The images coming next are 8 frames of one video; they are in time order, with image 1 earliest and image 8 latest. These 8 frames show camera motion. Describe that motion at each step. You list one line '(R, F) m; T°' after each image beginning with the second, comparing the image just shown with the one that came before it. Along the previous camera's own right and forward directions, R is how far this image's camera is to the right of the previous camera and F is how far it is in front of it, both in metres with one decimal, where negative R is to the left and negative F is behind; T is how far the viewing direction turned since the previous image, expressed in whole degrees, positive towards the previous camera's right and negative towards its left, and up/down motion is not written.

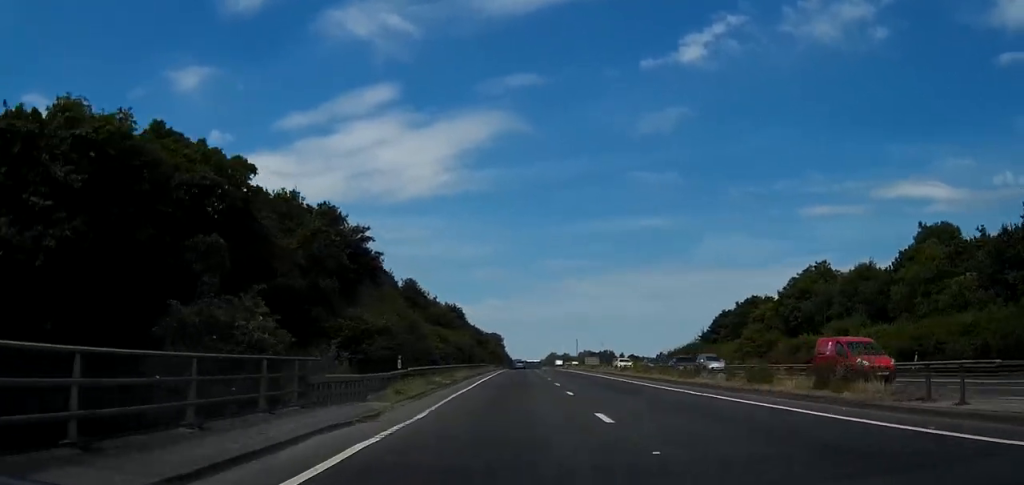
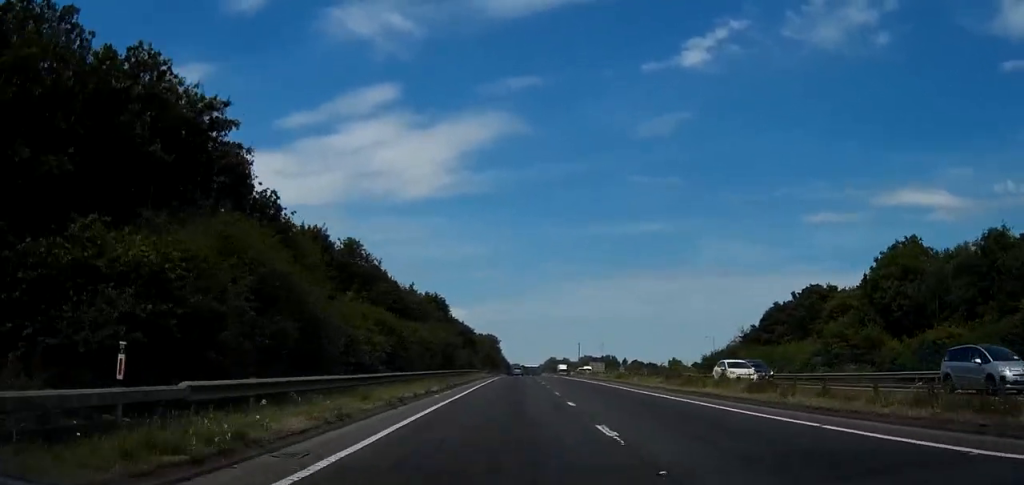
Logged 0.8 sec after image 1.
(0.0, +21.0) m; 0°
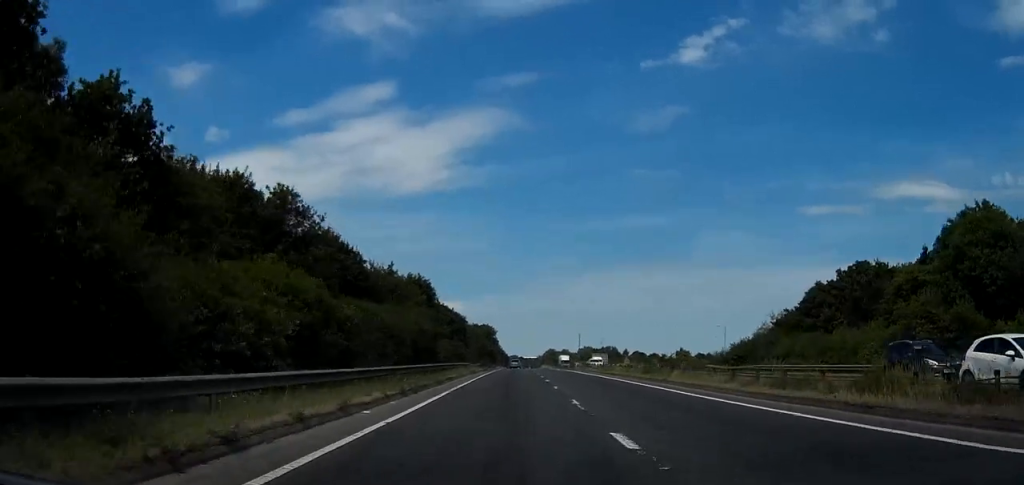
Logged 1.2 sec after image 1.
(0.0, +11.9) m; 0°
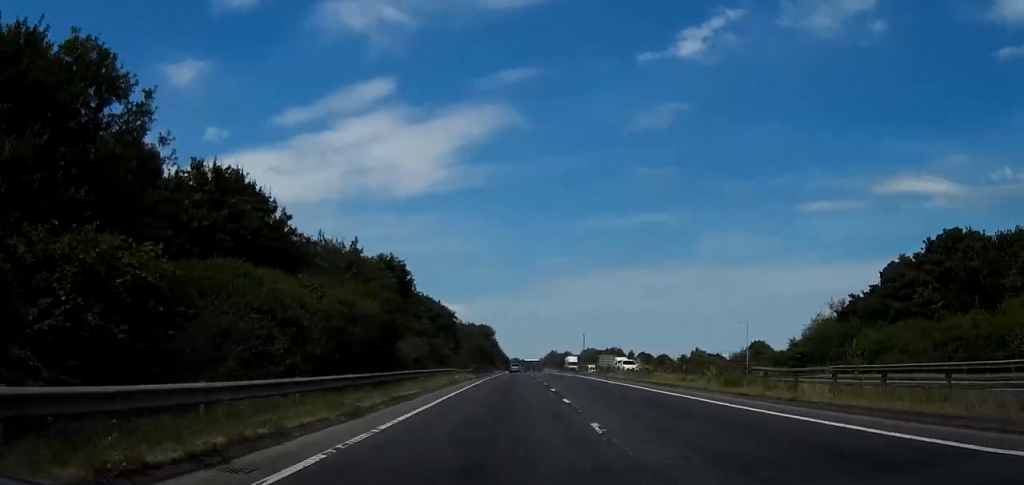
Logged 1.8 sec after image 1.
(0.0, +15.5) m; 0°
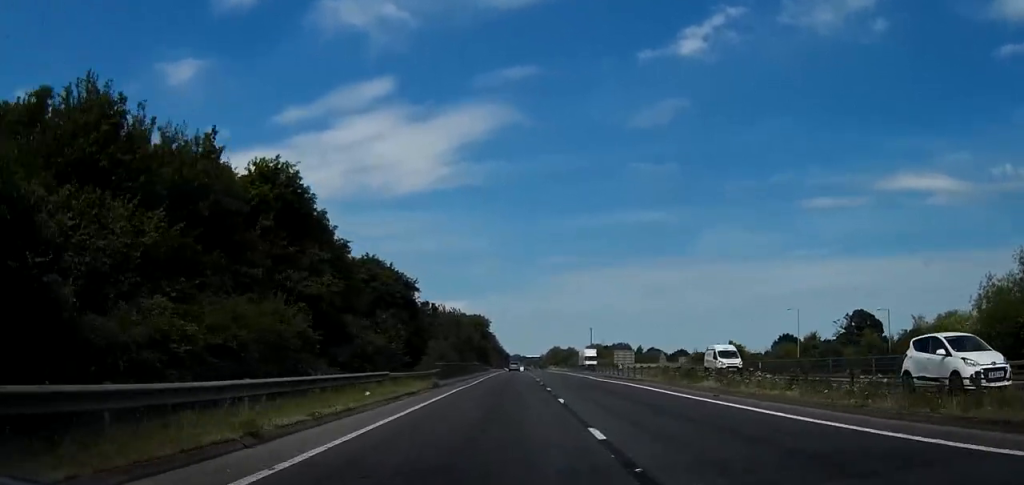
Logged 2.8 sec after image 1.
(-0.2, +27.4) m; -1°
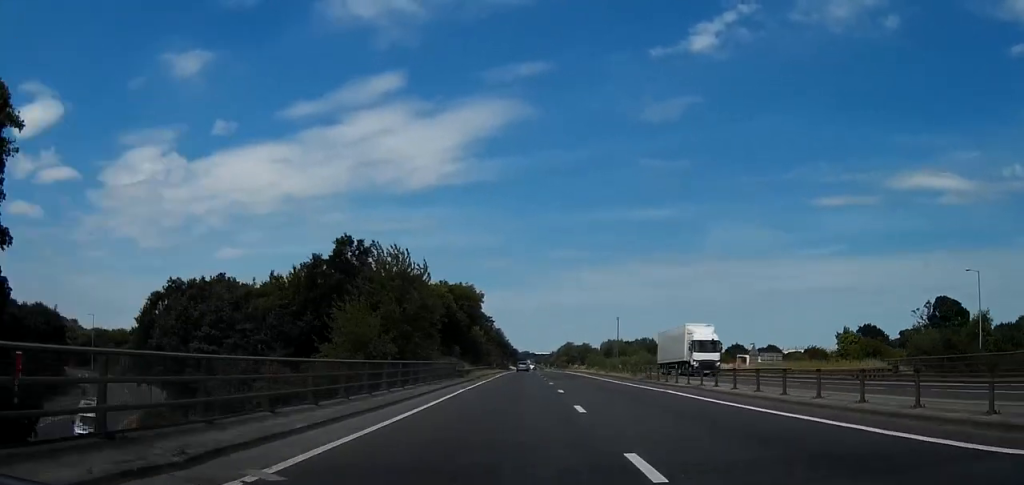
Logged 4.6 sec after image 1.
(-0.1, +50.0) m; -1°
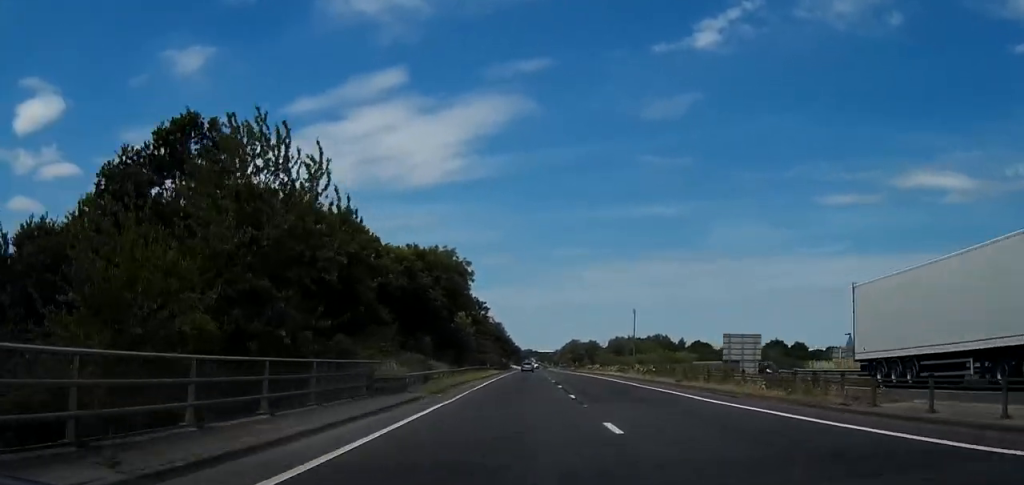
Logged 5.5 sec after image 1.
(-0.2, +26.2) m; 0°
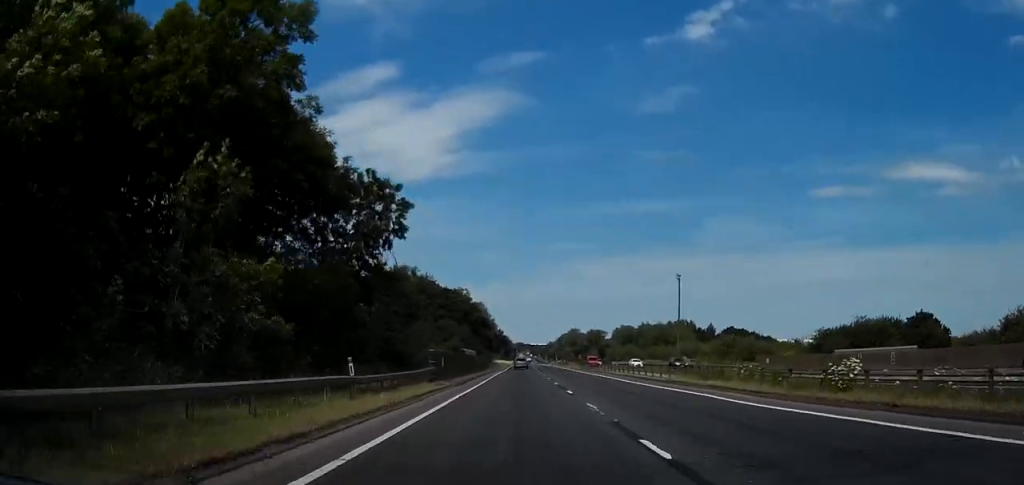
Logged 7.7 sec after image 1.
(+0.7, +61.6) m; +1°
